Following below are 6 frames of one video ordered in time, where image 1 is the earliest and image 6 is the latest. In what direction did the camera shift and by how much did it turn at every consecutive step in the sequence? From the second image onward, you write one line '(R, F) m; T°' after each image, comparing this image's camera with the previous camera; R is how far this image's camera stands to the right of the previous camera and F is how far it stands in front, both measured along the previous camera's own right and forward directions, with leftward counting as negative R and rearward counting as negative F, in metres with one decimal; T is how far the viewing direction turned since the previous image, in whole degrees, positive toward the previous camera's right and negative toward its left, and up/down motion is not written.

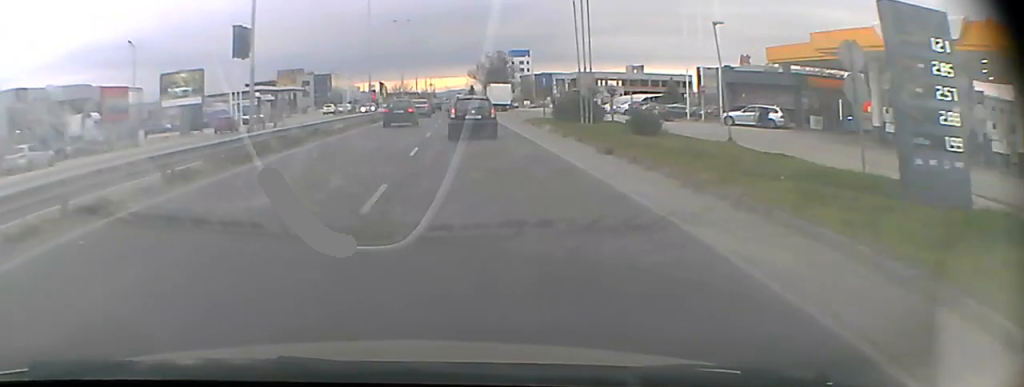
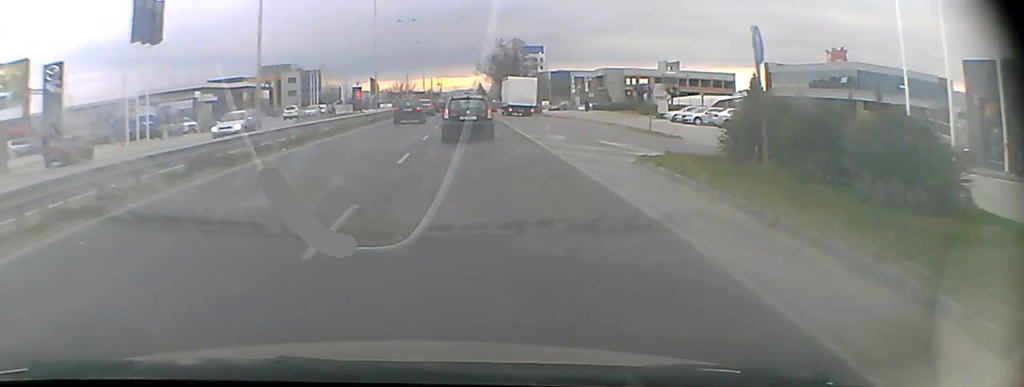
(0.0, +29.2) m; 0°
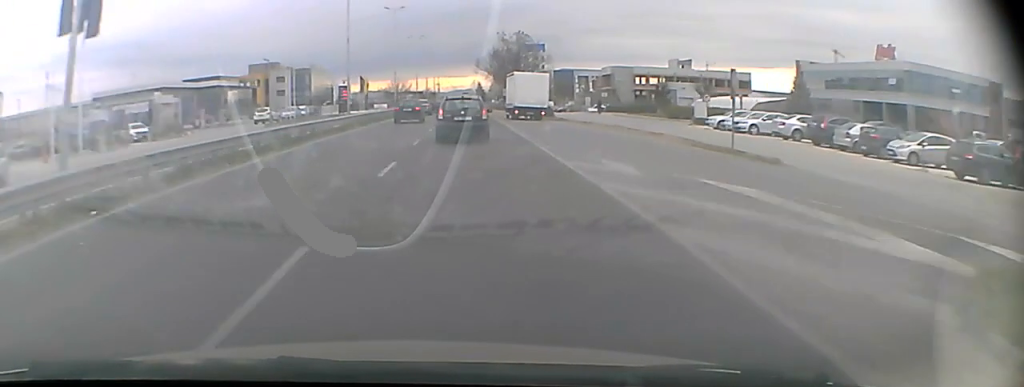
(0.0, +11.5) m; 0°
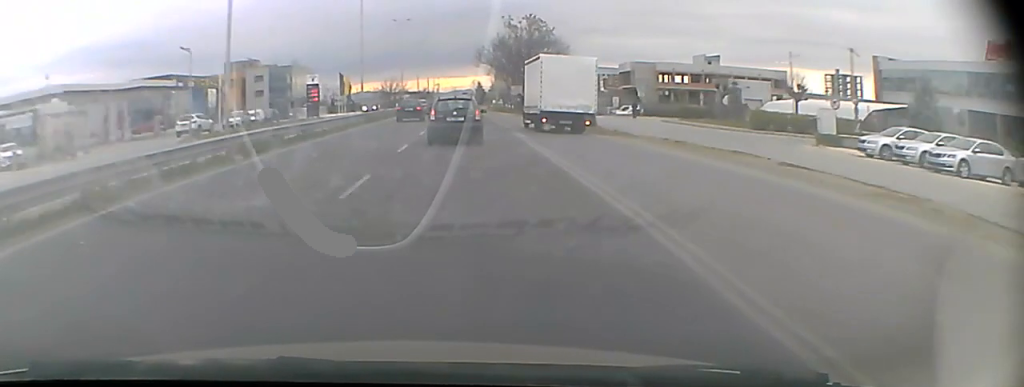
(0.0, +21.0) m; 0°
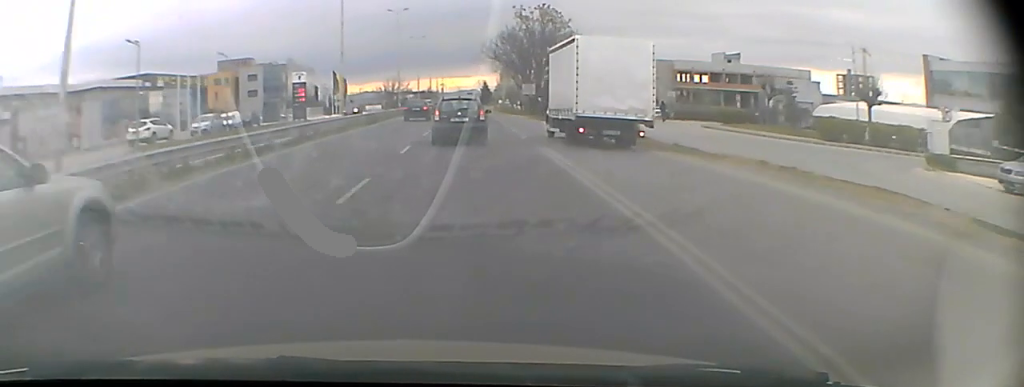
(0.0, +9.4) m; 0°
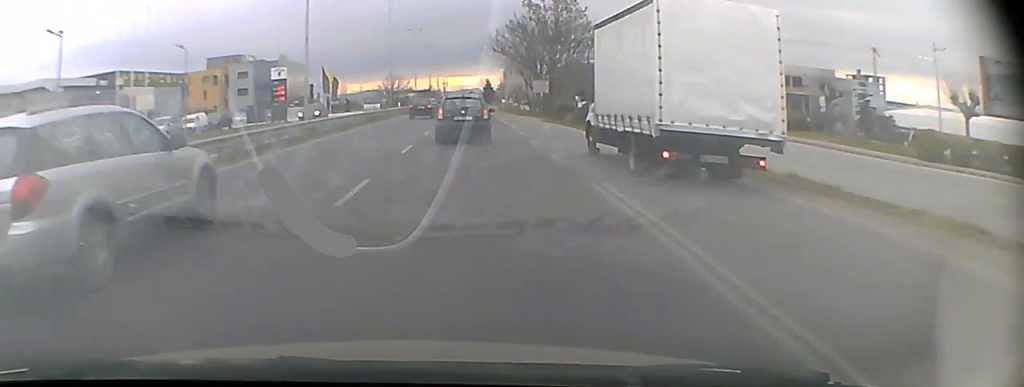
(0.0, +9.4) m; 0°
